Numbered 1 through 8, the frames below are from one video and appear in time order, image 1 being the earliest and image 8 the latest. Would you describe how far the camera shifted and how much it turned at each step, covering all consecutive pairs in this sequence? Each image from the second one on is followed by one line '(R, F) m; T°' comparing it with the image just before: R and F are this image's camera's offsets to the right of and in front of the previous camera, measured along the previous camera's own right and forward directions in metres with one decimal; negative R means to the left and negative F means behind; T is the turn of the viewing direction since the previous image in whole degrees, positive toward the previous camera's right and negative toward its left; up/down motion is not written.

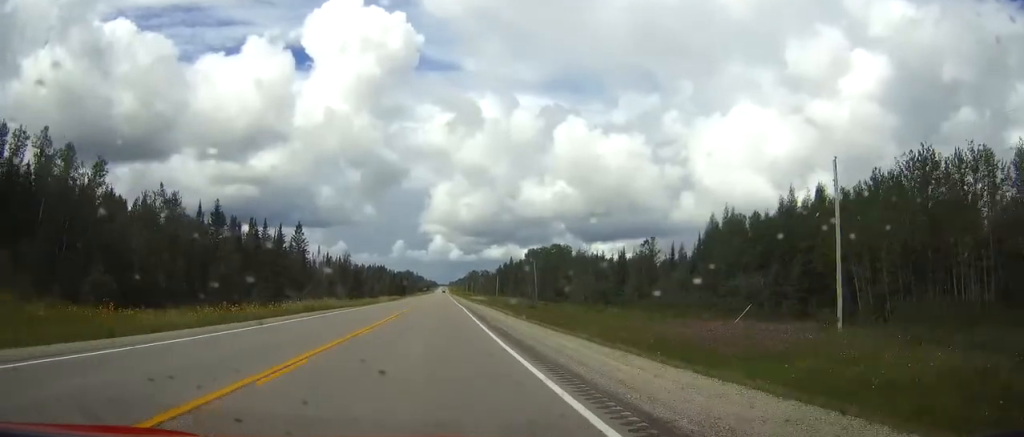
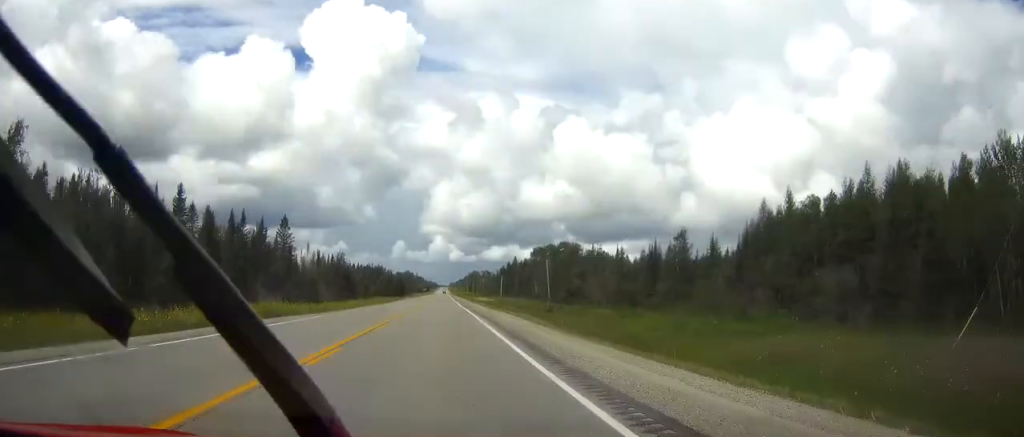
(+0.1, +17.1) m; 0°
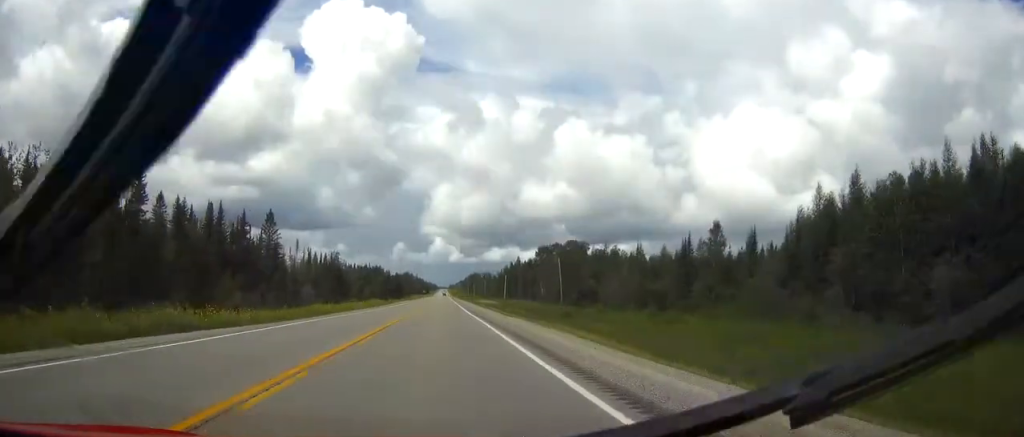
(-0.1, +14.0) m; 0°
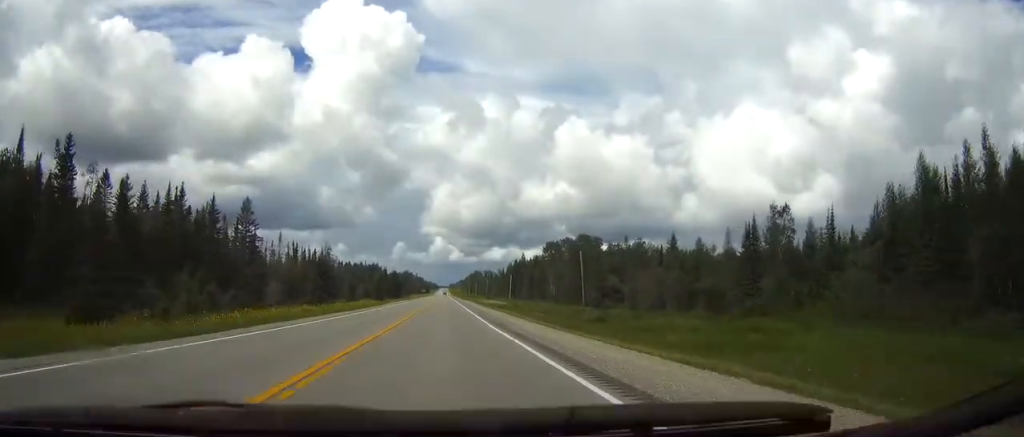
(0.0, +18.6) m; 0°
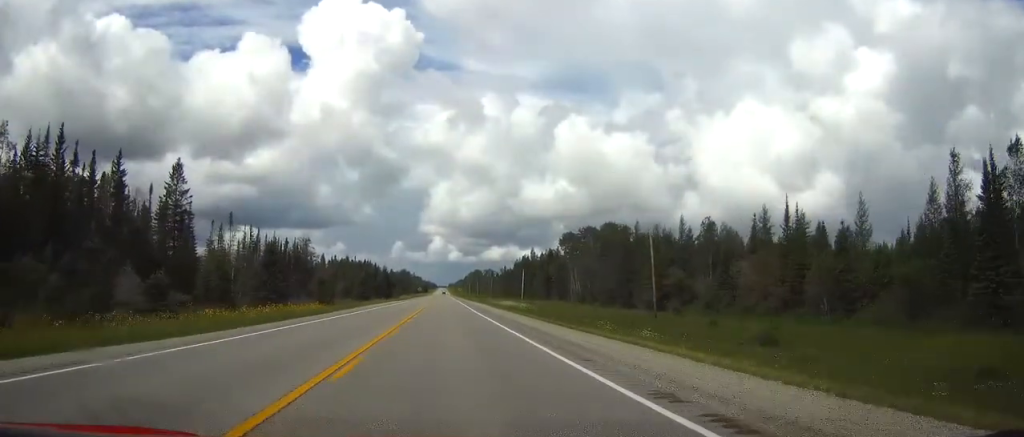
(0.0, +35.6) m; 0°
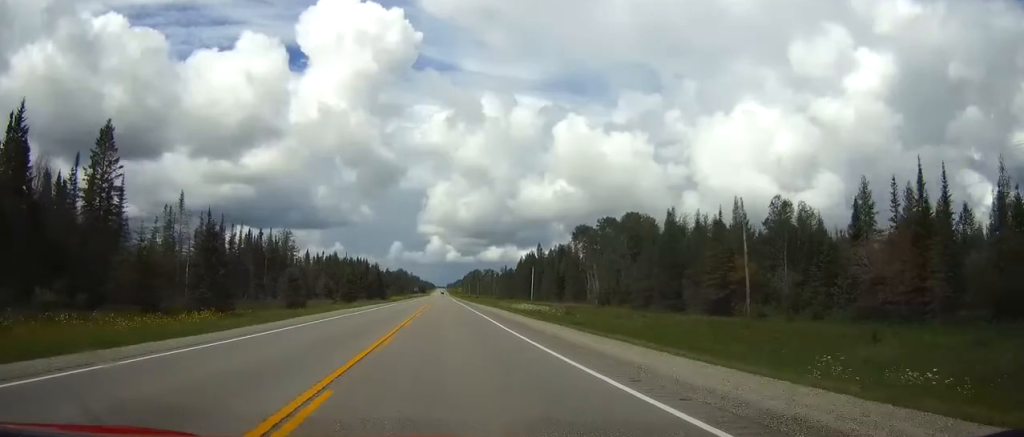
(0.0, +22.6) m; 0°
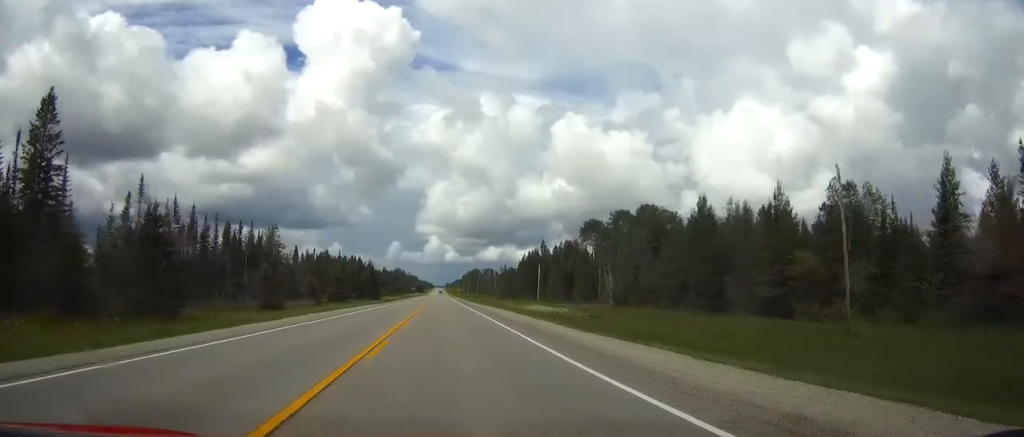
(0.0, +13.4) m; 0°
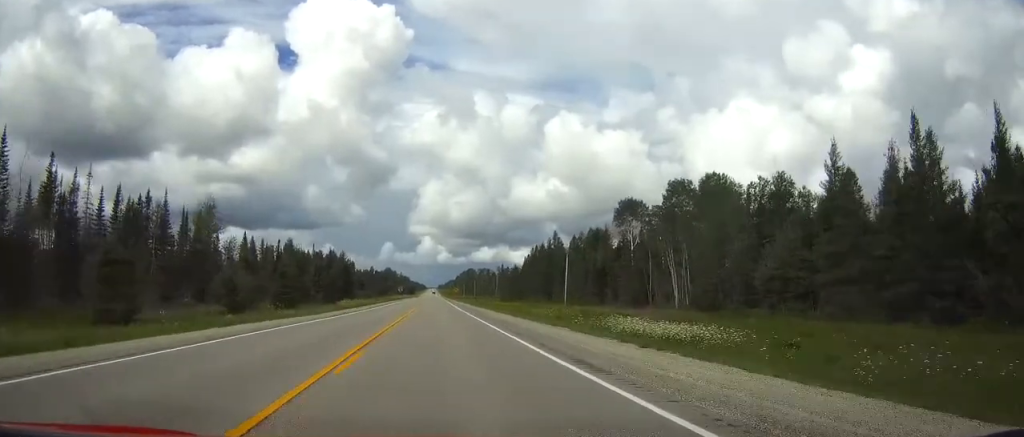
(+0.2, +40.3) m; 0°
